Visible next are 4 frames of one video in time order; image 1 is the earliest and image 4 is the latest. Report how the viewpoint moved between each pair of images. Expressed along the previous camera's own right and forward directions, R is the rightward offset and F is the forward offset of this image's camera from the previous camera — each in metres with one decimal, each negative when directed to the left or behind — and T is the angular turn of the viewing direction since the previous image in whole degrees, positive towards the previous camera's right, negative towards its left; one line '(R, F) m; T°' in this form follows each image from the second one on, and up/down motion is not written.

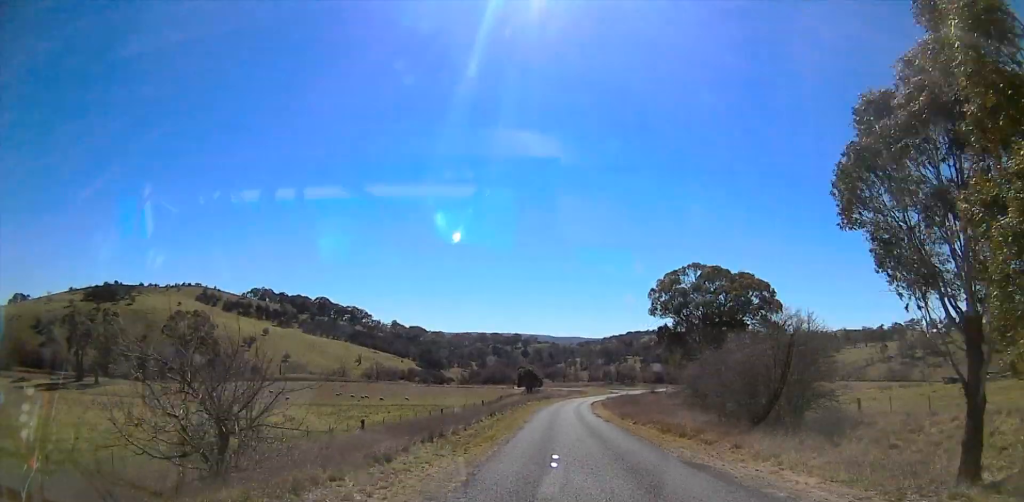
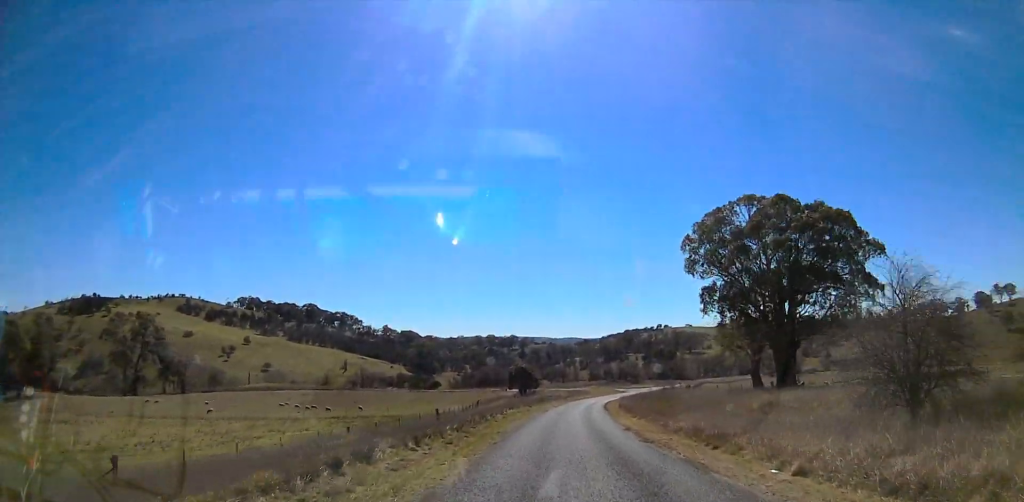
(+1.1, +32.3) m; +2°
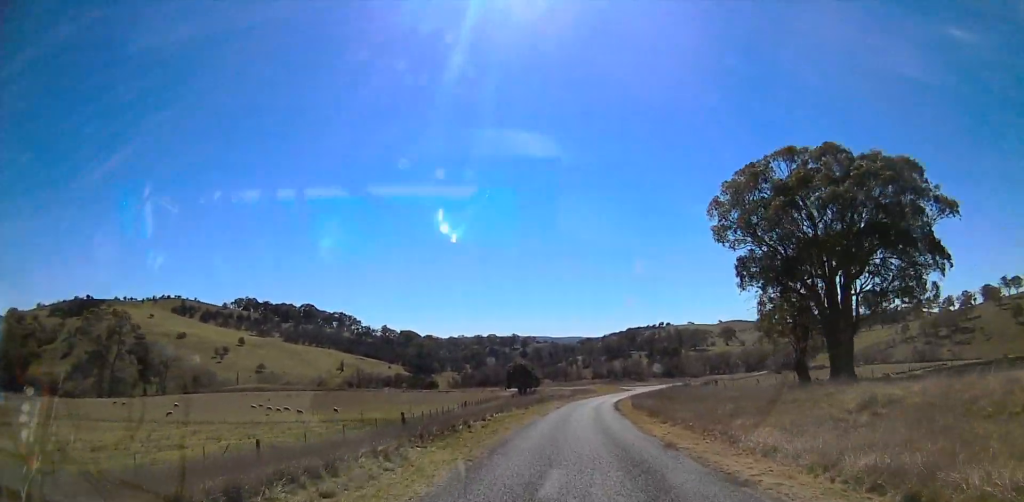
(0.0, +12.3) m; 0°
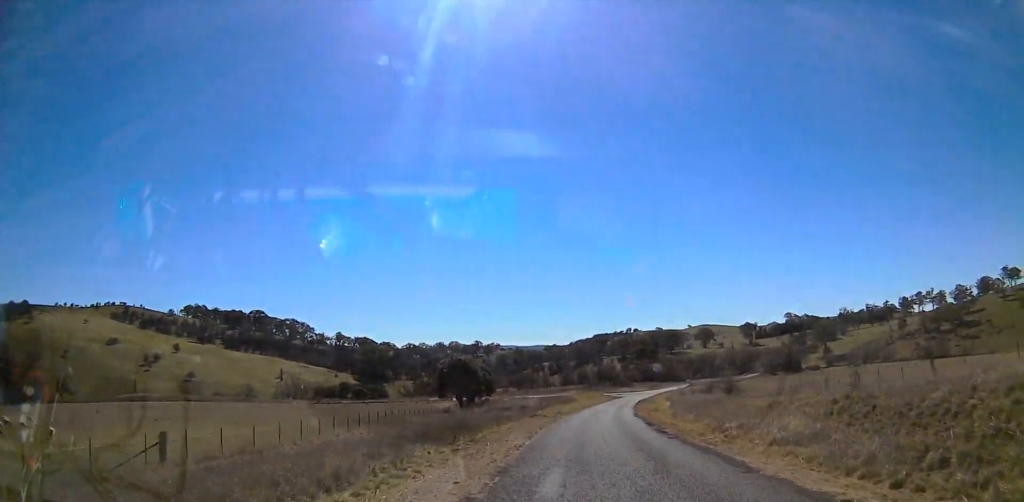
(+0.5, +49.0) m; +1°
